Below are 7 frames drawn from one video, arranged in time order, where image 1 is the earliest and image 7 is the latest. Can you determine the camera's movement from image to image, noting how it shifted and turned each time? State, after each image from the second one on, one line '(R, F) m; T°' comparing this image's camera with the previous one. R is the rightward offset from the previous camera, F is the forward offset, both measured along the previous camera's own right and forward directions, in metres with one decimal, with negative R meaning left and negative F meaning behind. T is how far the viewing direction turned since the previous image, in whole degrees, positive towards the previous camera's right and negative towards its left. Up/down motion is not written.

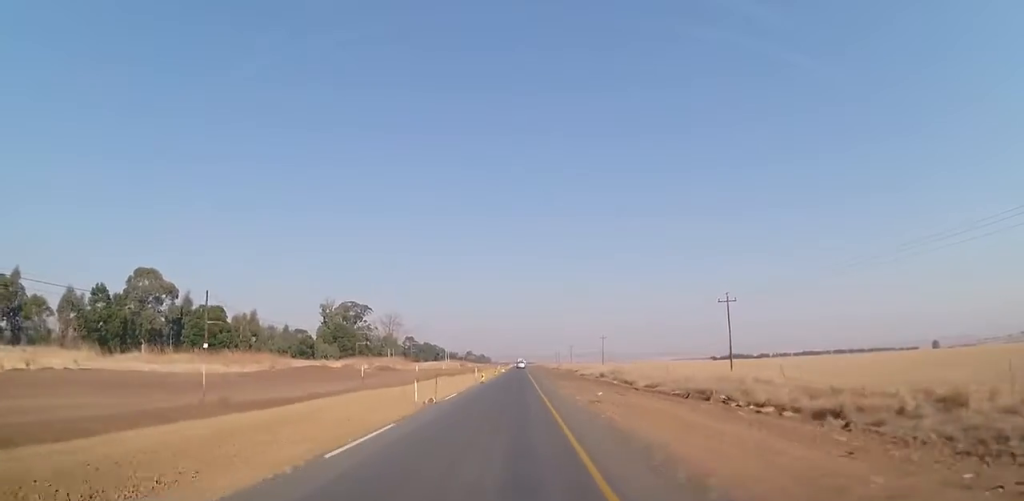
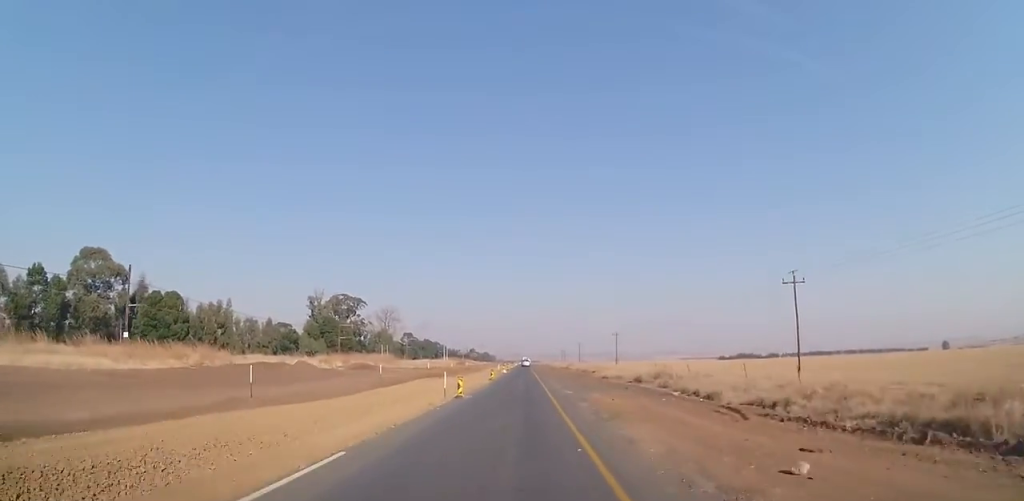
(-0.2, +16.9) m; -1°
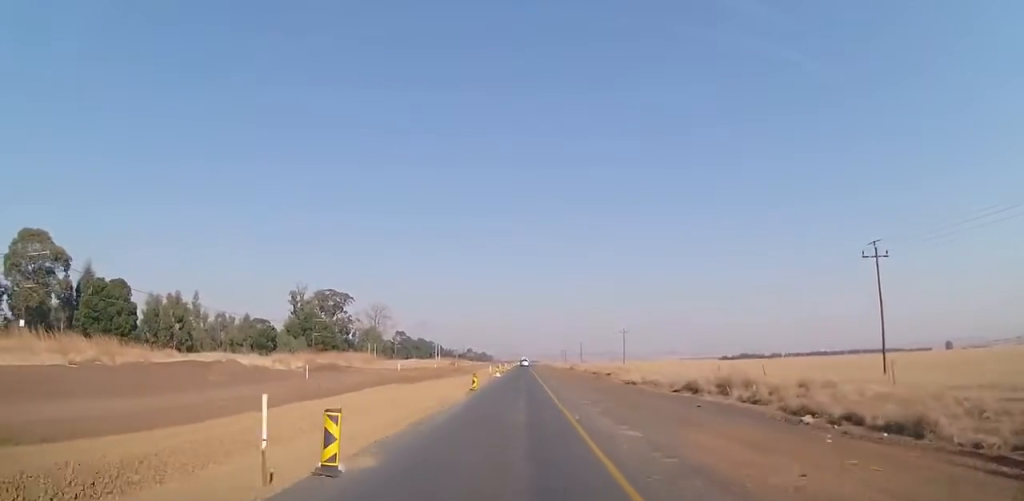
(0.0, +14.2) m; +1°
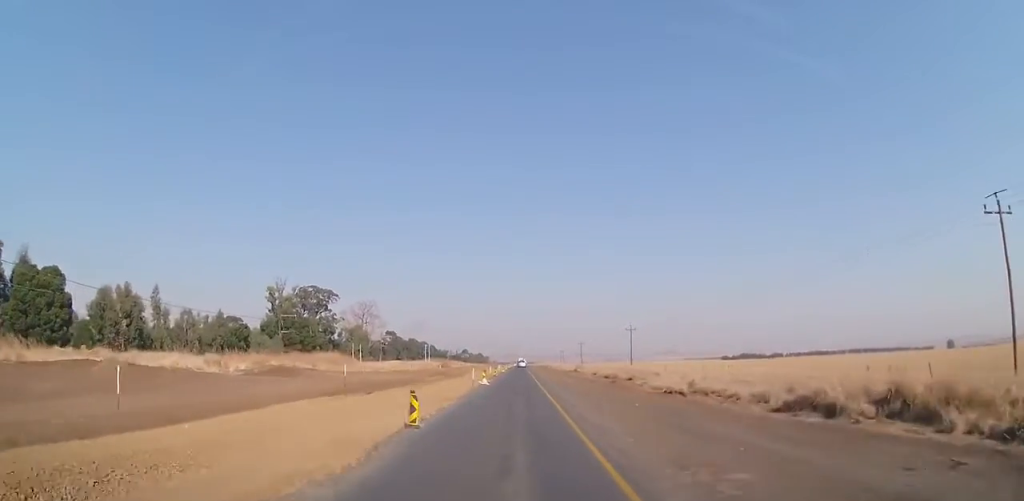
(+0.1, +13.6) m; +1°
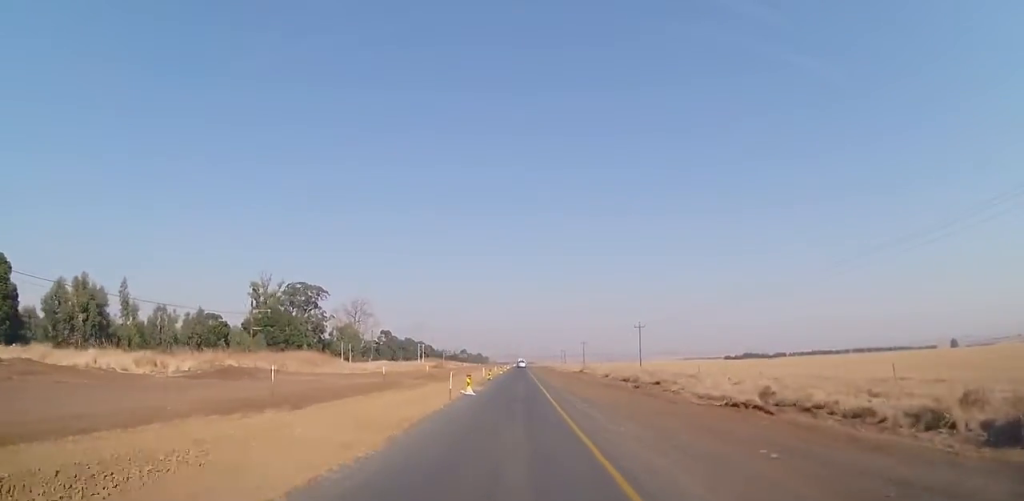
(+0.1, +10.0) m; 0°
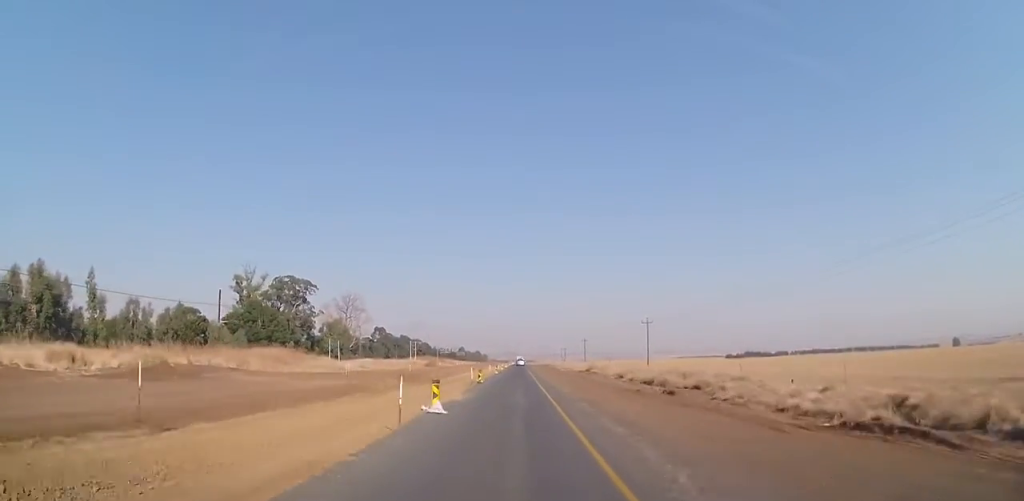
(0.0, +8.9) m; 0°
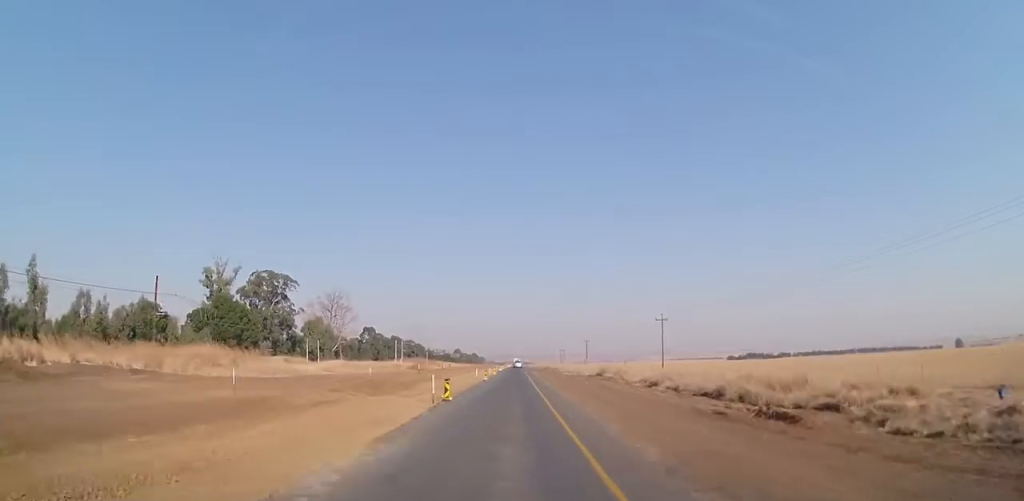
(0.0, +13.5) m; 0°
